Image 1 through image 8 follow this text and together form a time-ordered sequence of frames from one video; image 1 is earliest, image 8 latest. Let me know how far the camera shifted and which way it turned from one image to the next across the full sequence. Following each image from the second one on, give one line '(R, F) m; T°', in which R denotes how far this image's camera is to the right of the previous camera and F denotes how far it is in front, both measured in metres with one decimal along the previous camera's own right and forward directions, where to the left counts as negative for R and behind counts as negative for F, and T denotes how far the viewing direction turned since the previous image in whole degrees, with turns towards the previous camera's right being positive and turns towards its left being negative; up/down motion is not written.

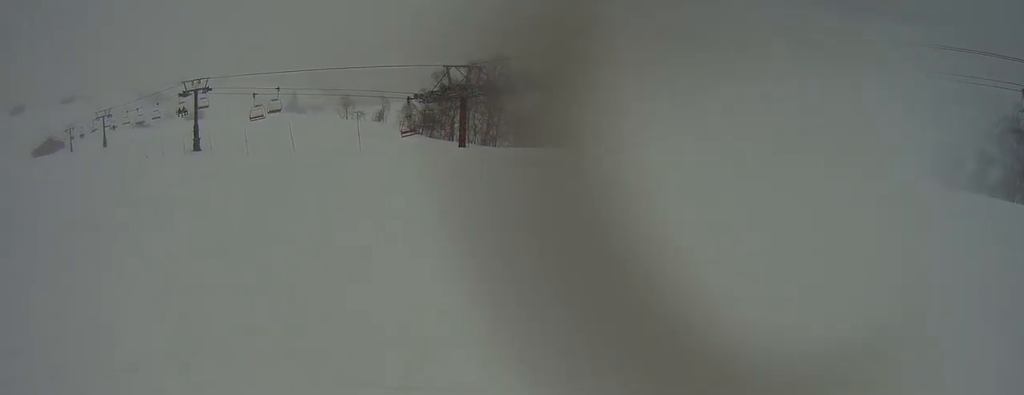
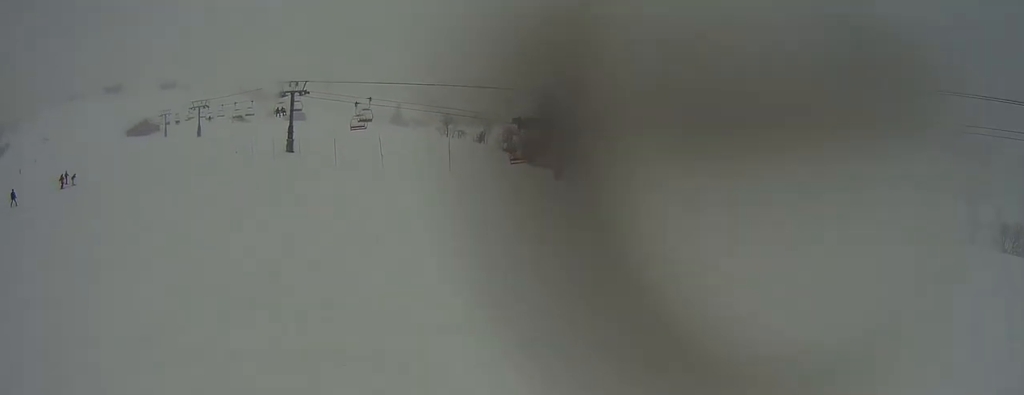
(-0.1, +2.1) m; -5°
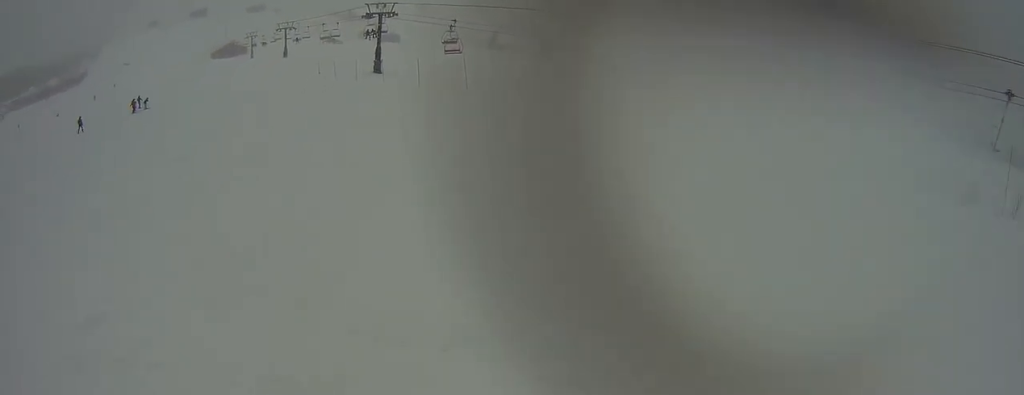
(+0.1, +2.0) m; -5°
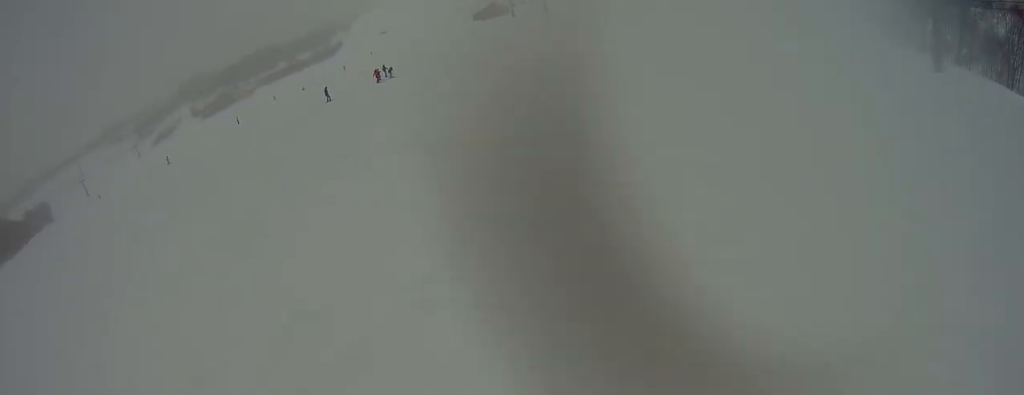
(-0.5, +4.1) m; -14°
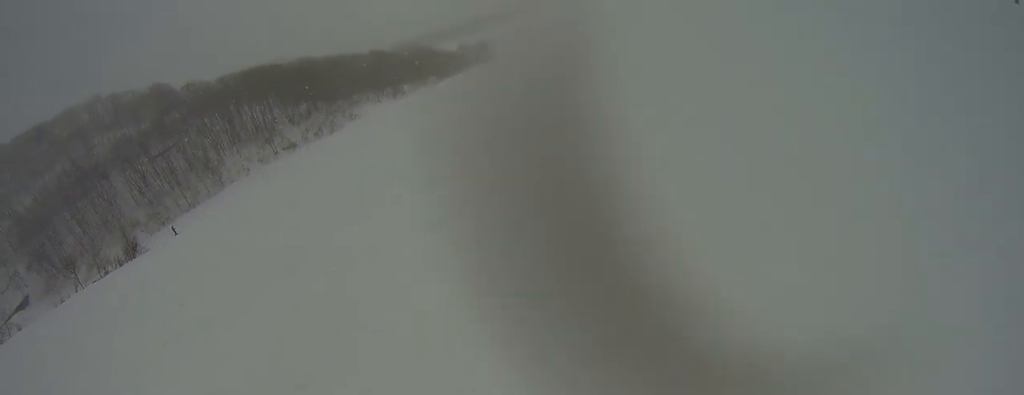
(-2.4, +5.8) m; -52°
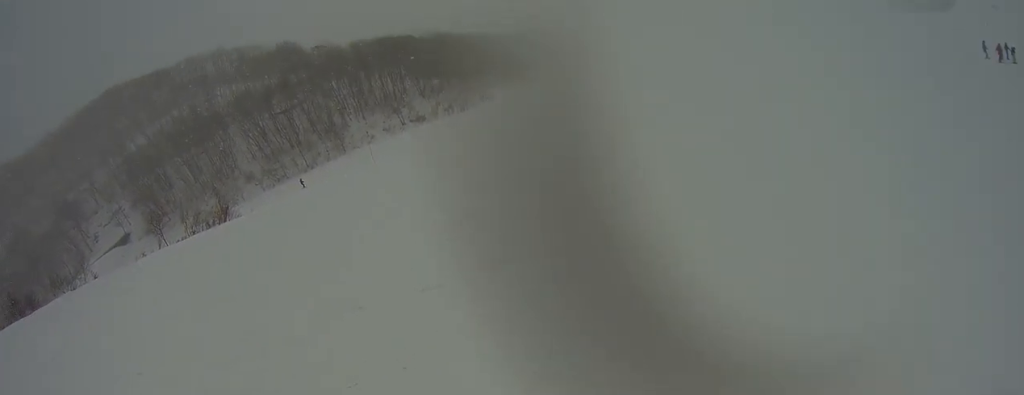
(-1.3, +3.9) m; -31°
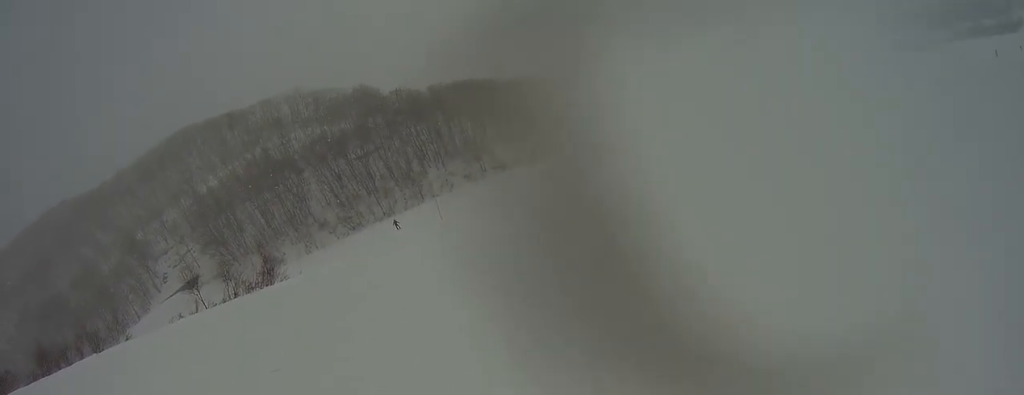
(-2.2, +7.0) m; -26°
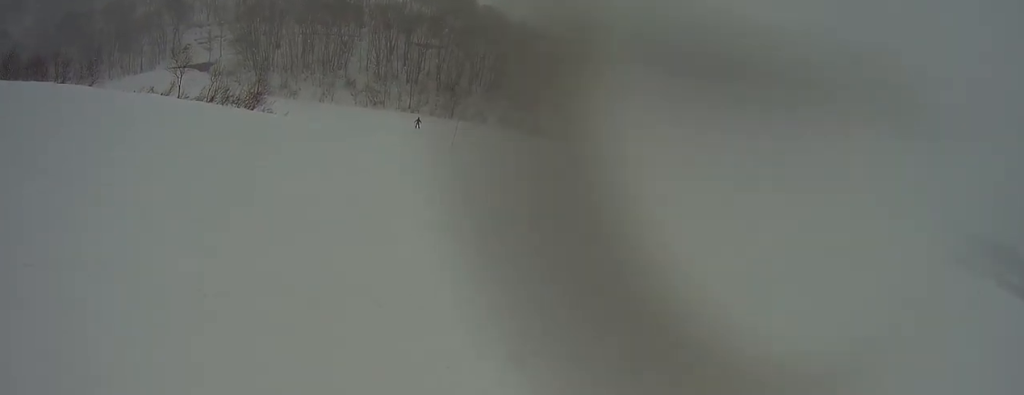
(-0.3, +5.3) m; -3°
